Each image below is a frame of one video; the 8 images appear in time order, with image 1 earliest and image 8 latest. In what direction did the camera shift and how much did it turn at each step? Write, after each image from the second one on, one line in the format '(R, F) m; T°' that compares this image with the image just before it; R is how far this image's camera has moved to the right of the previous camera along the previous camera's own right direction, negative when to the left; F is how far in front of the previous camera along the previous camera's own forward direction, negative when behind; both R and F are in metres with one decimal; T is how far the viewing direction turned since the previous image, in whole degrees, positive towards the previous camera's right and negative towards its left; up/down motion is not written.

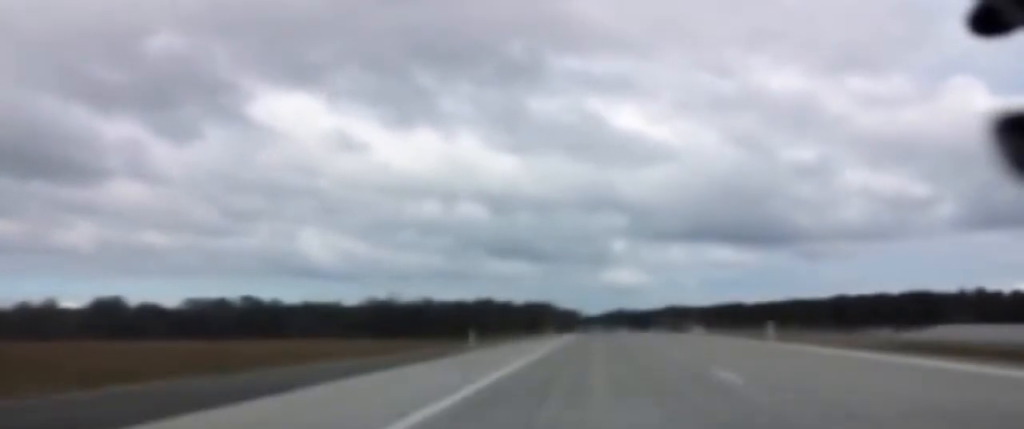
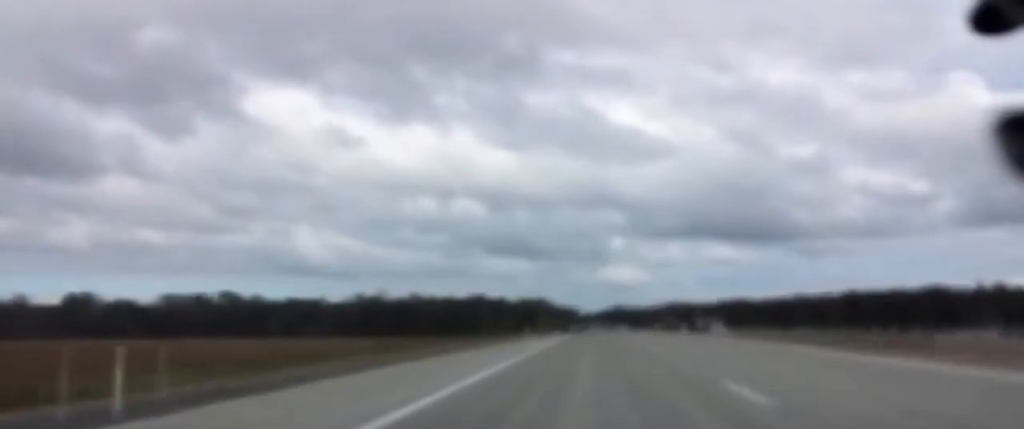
(+0.8, +27.5) m; +1°
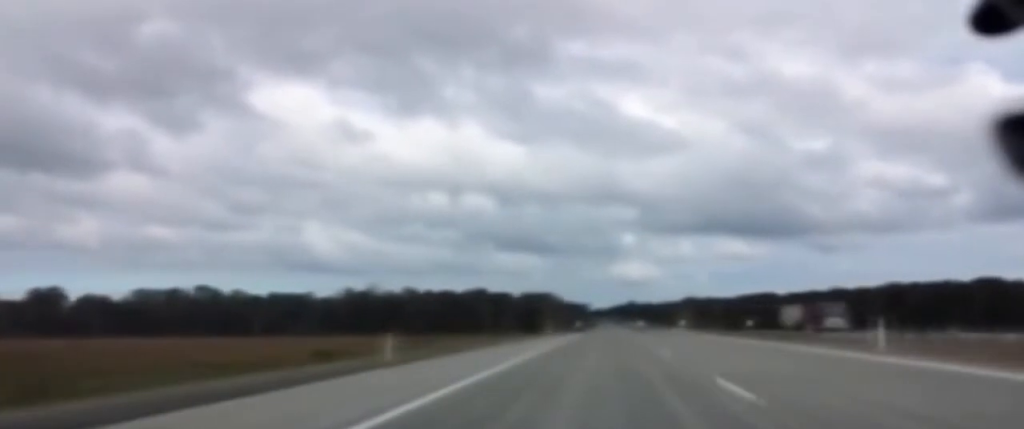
(-0.7, +47.5) m; -2°
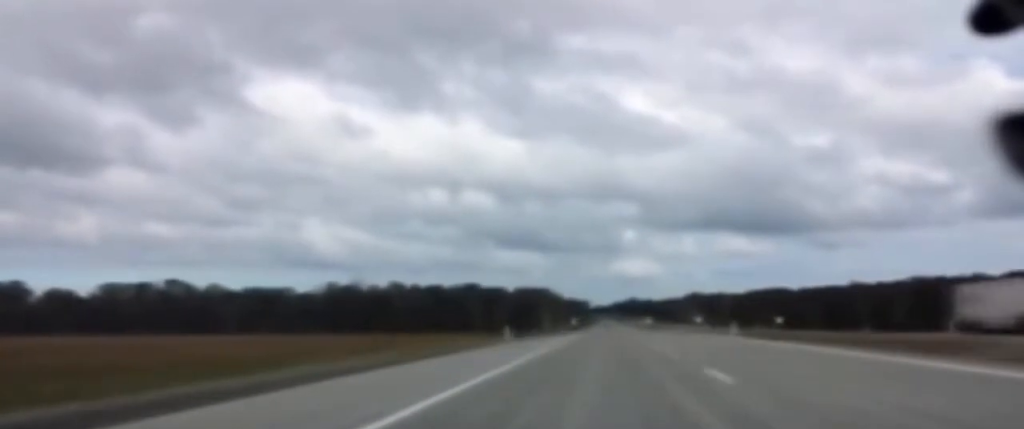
(-0.2, +33.4) m; -1°
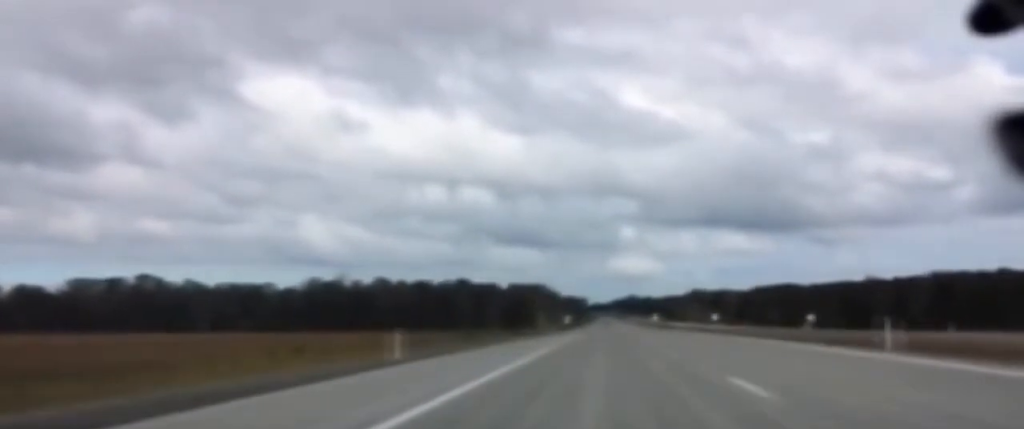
(0.0, +26.4) m; 0°
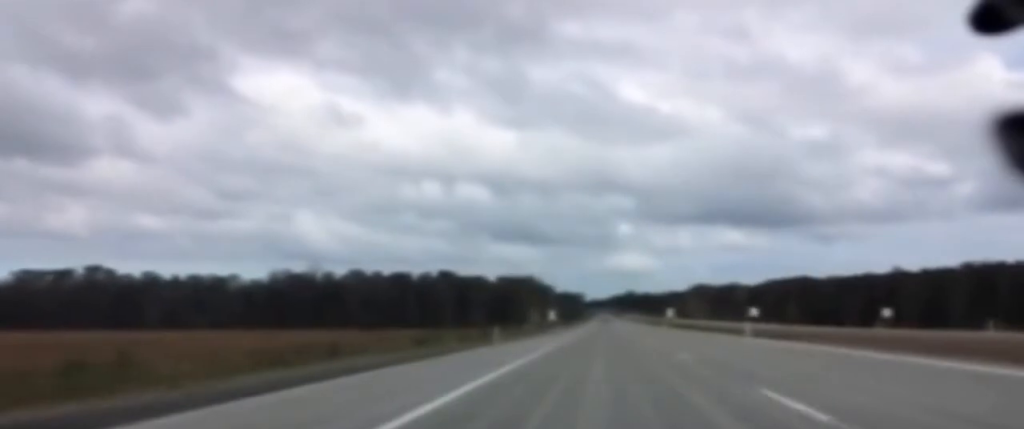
(-0.1, +38.6) m; 0°
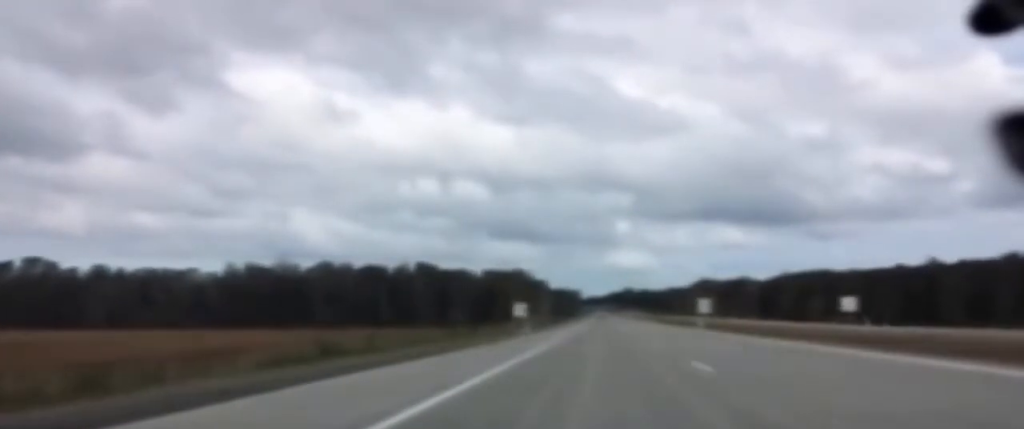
(+0.1, +40.5) m; 0°
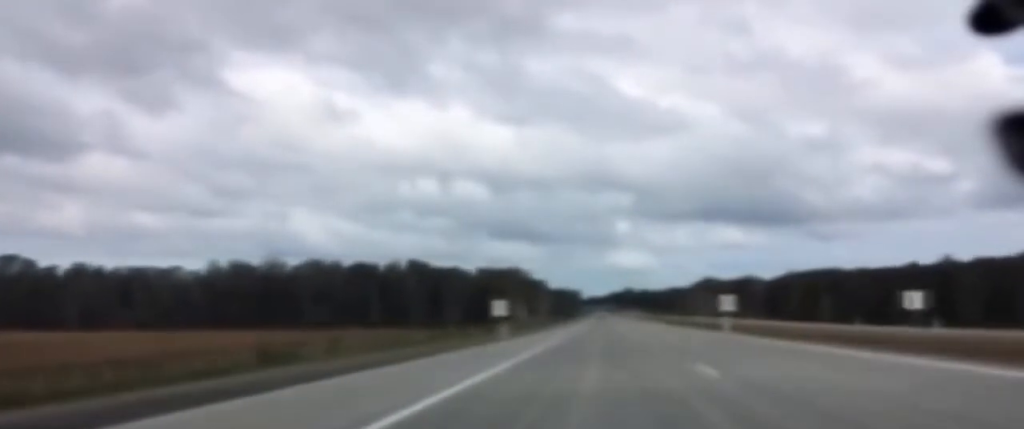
(0.0, +13.1) m; 0°
